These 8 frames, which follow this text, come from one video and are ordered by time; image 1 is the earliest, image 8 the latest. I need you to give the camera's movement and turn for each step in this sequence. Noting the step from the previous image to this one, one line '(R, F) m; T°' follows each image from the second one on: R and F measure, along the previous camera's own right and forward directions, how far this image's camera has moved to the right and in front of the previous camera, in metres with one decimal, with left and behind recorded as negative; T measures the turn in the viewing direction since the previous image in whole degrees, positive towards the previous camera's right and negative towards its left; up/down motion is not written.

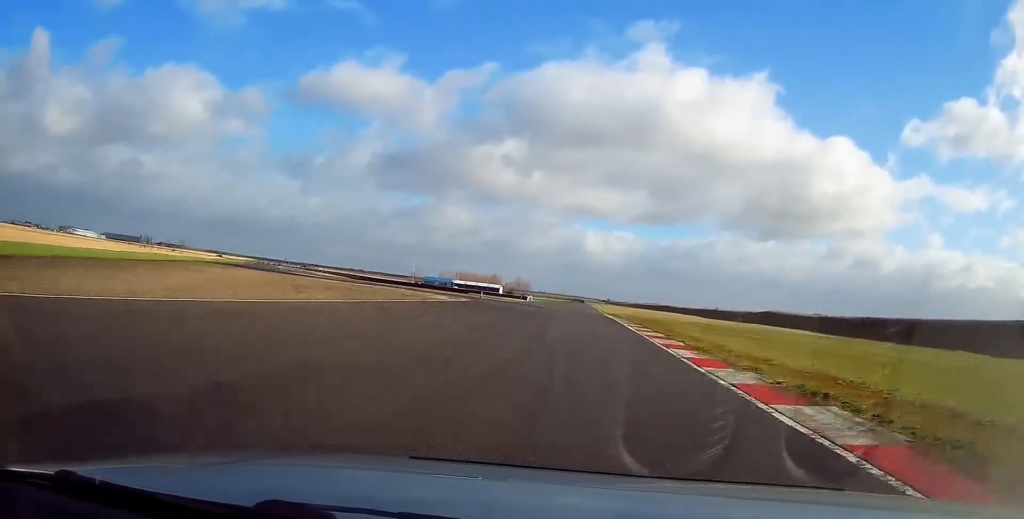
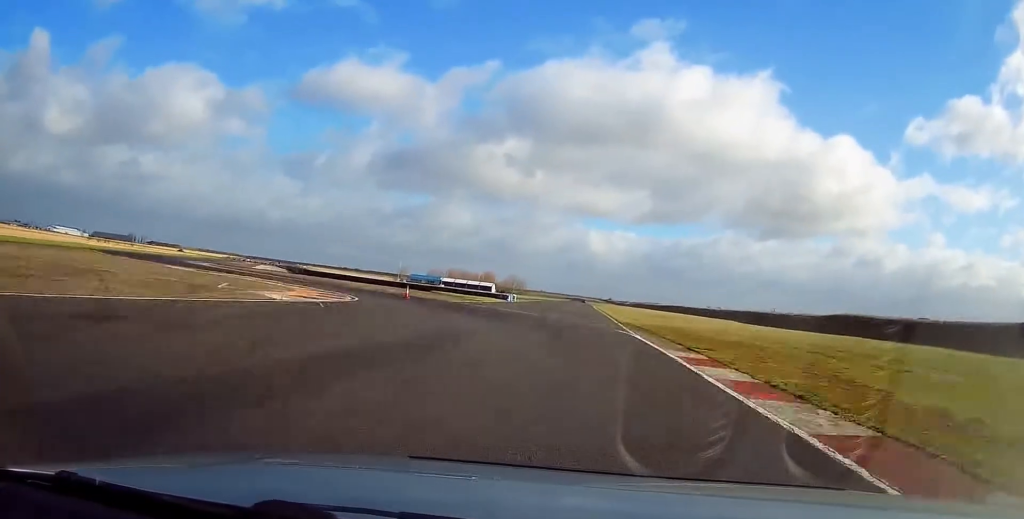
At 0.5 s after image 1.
(-0.2, +29.8) m; 0°
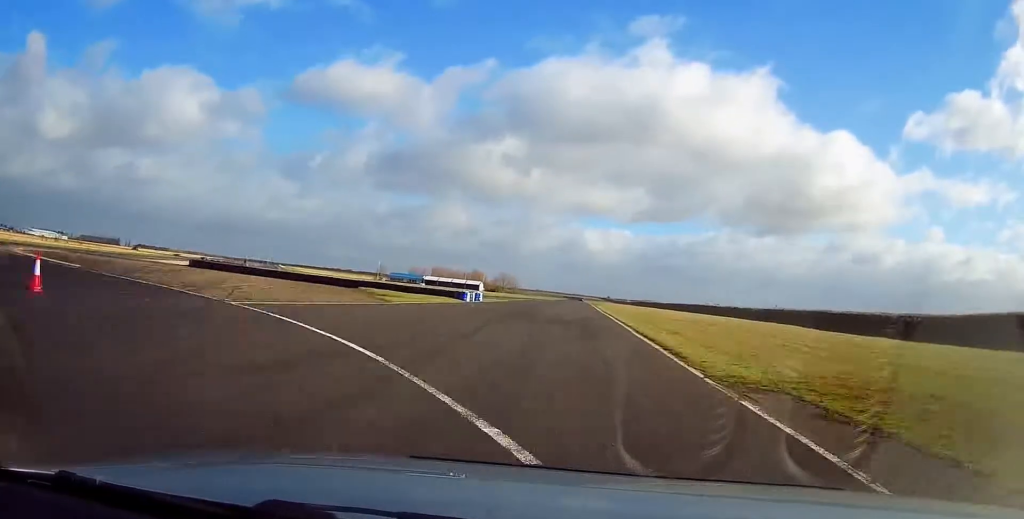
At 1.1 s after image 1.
(-0.3, +30.3) m; 0°
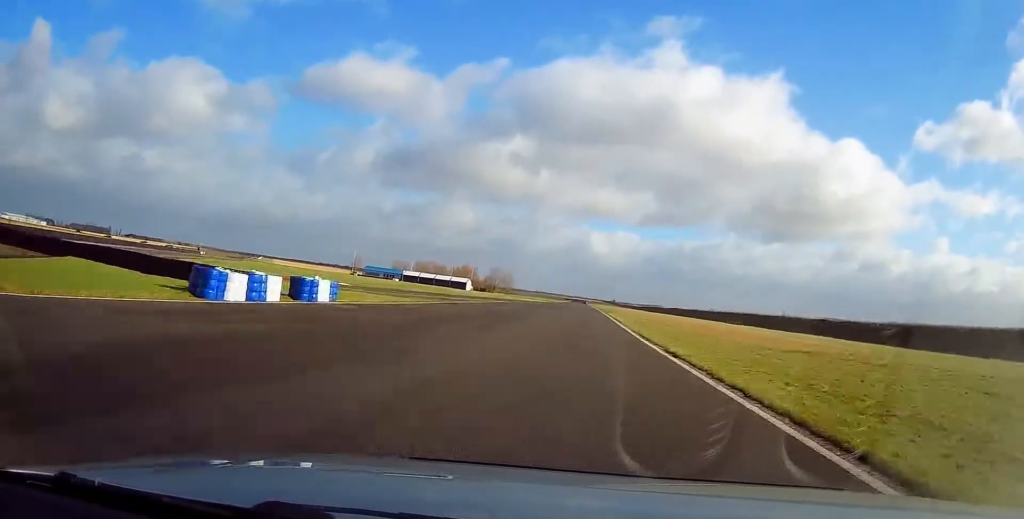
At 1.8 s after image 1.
(+0.1, +41.4) m; 0°
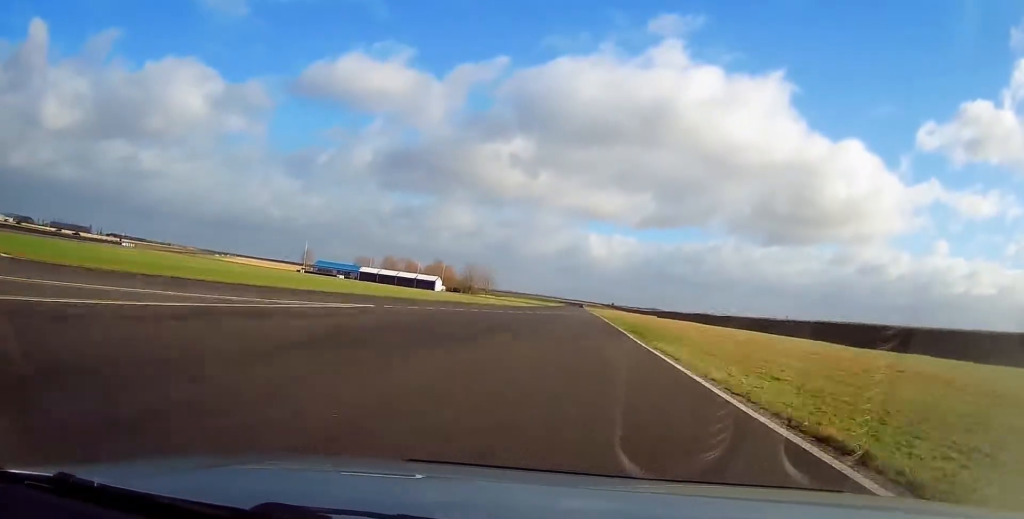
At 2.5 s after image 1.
(+0.1, +46.4) m; 0°
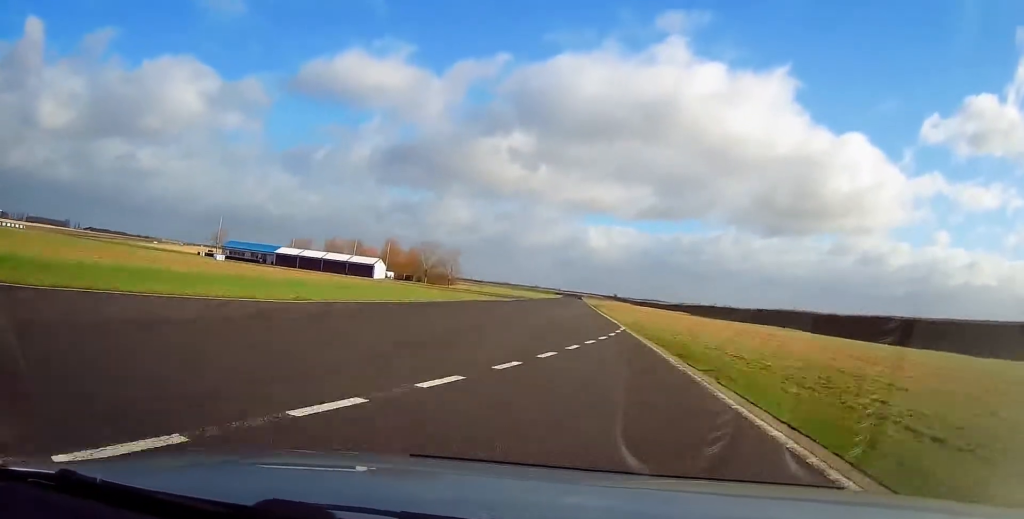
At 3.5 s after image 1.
(+0.1, +58.3) m; 0°
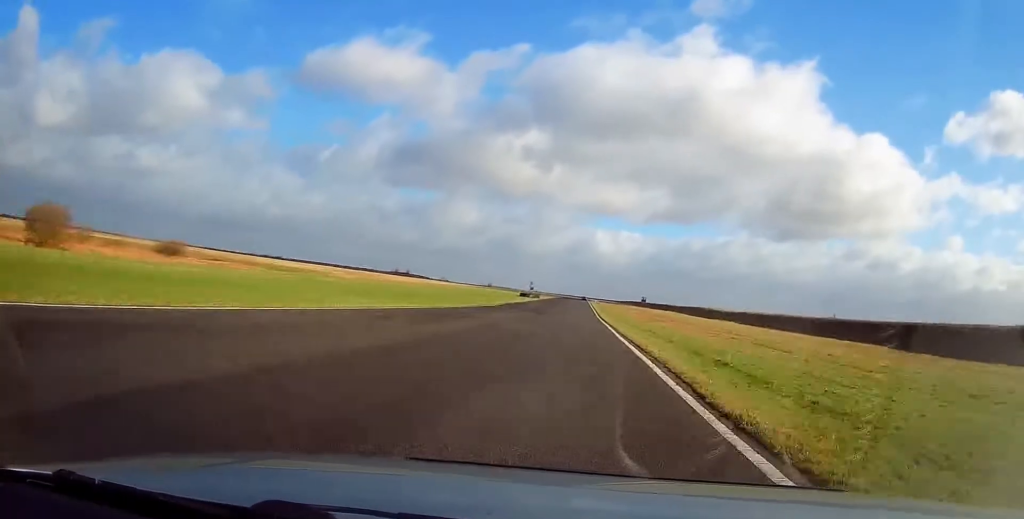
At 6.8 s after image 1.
(-1.1, +217.1) m; -1°
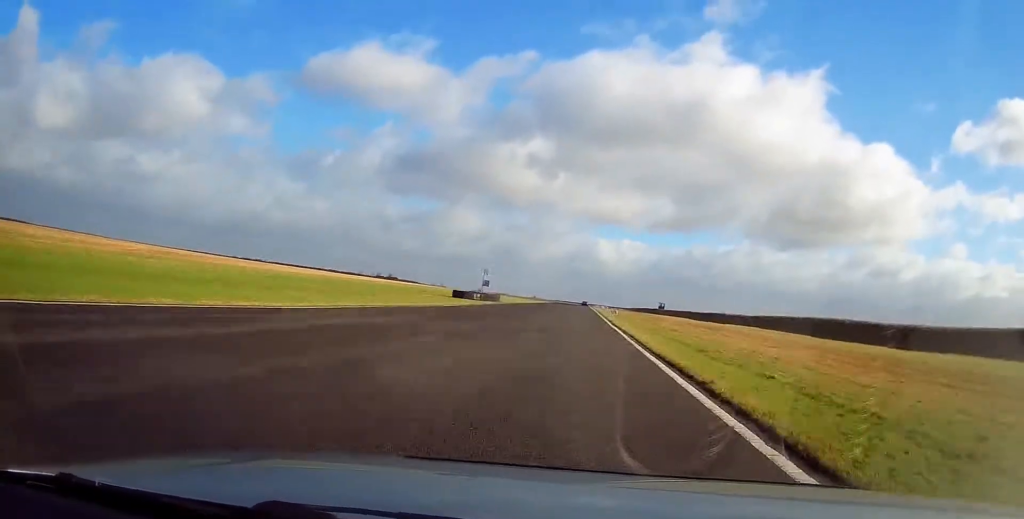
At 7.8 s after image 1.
(+0.2, +69.6) m; 0°
